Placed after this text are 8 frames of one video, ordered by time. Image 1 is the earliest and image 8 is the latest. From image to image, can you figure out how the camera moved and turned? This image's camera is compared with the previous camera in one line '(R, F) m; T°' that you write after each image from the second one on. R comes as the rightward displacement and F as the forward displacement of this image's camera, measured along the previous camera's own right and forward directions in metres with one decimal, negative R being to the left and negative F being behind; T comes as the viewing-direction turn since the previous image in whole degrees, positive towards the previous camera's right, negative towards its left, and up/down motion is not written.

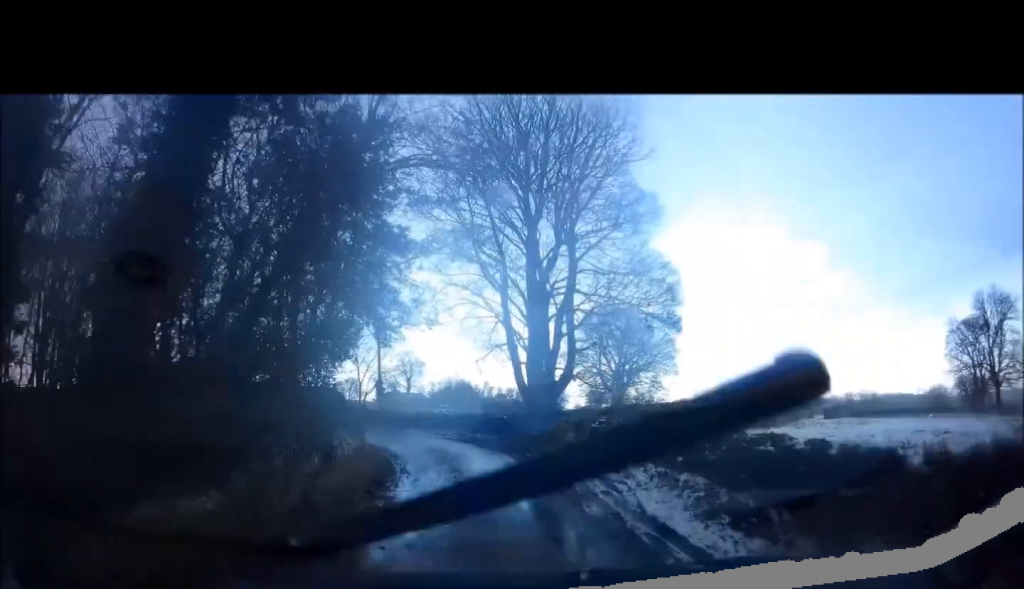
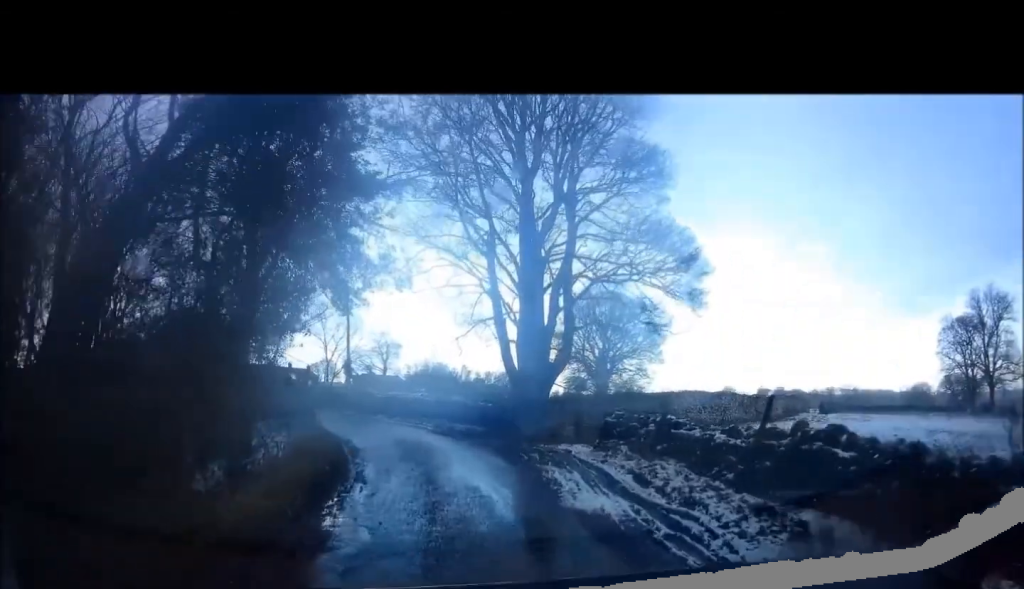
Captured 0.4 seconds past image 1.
(+0.1, +3.4) m; +3°
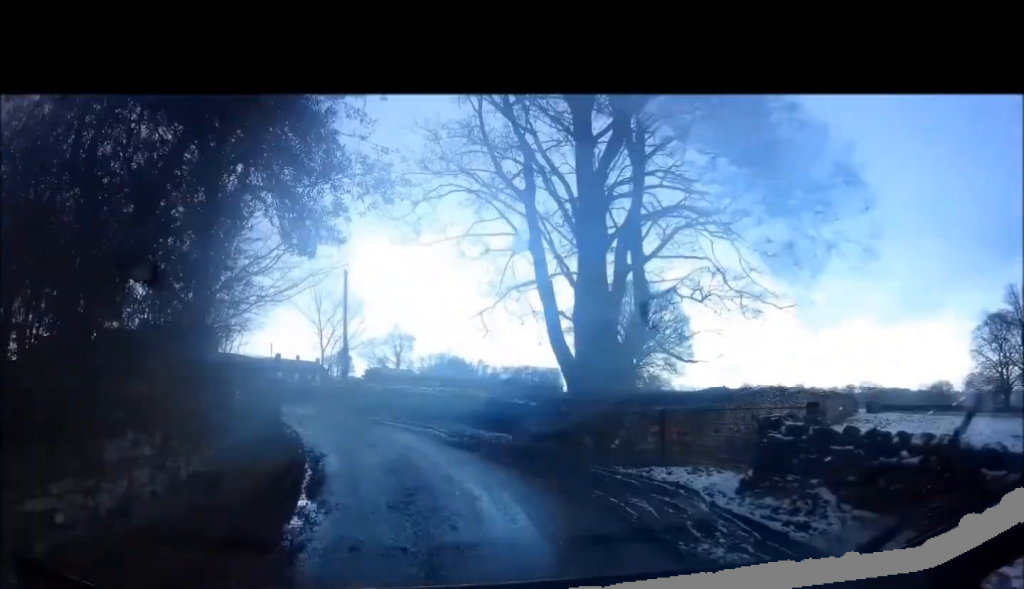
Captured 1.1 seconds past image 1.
(+0.3, +5.6) m; 0°
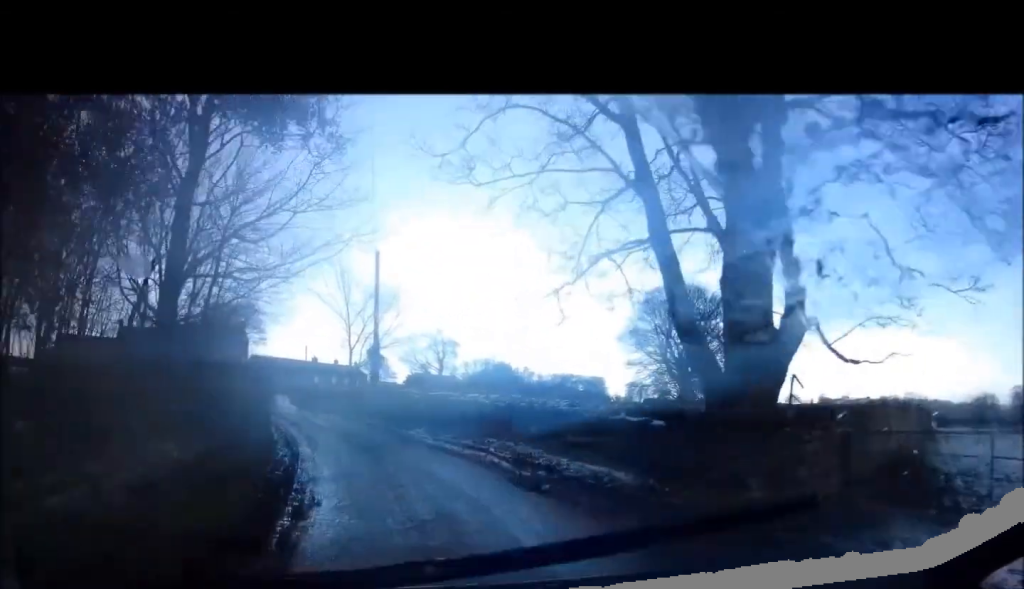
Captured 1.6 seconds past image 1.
(0.0, +4.2) m; -3°
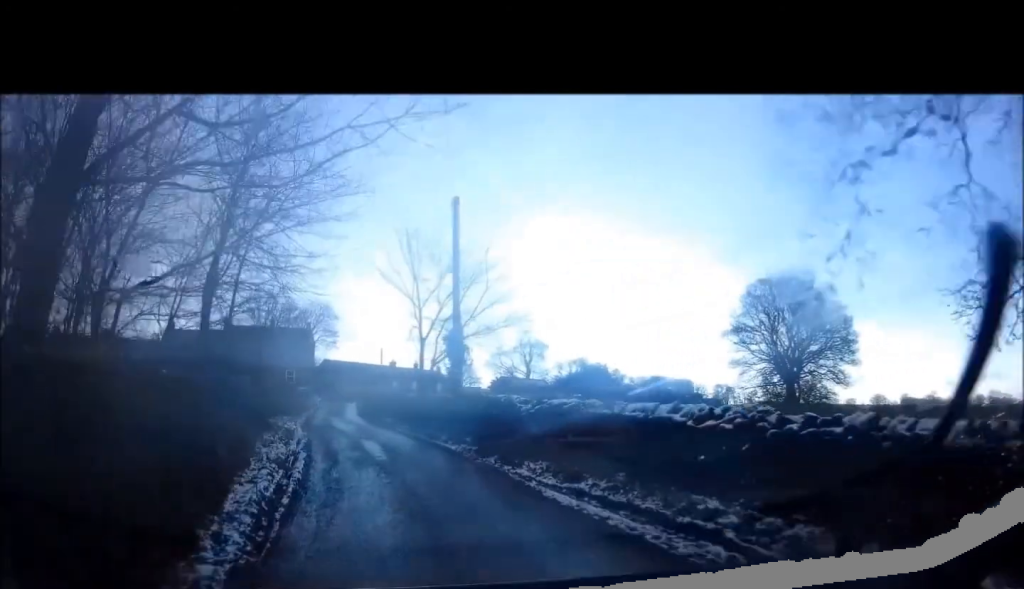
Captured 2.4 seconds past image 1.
(-0.1, +6.6) m; -8°
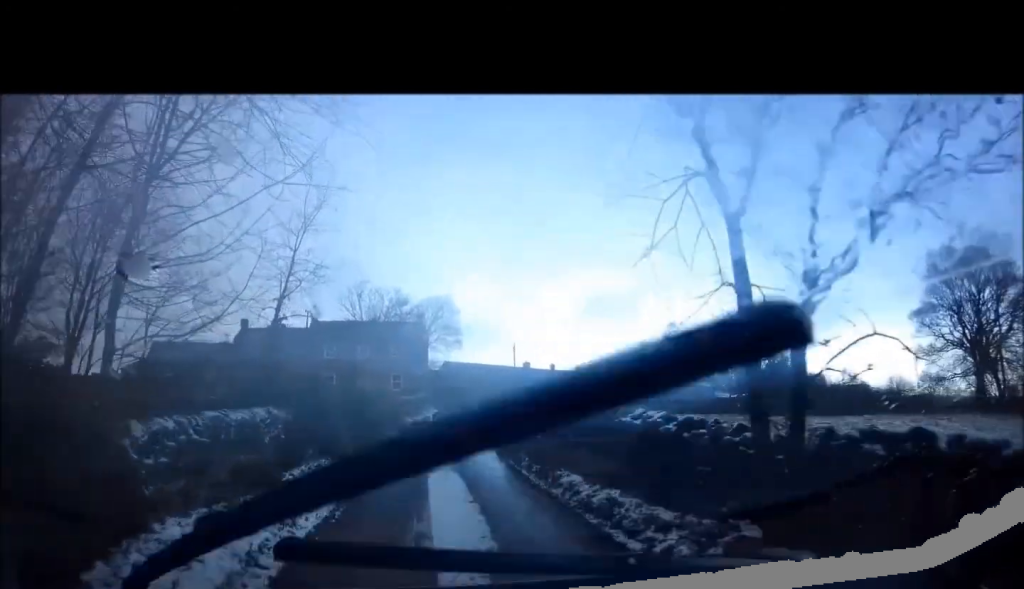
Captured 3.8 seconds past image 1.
(-2.3, +12.9) m; -13°
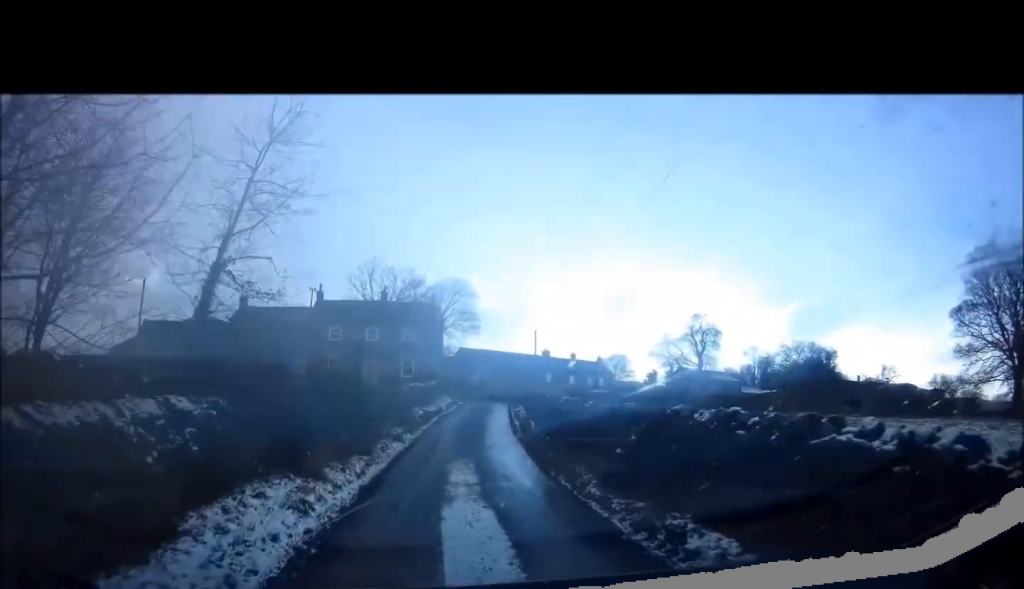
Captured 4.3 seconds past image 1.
(-0.2, +4.1) m; -2°
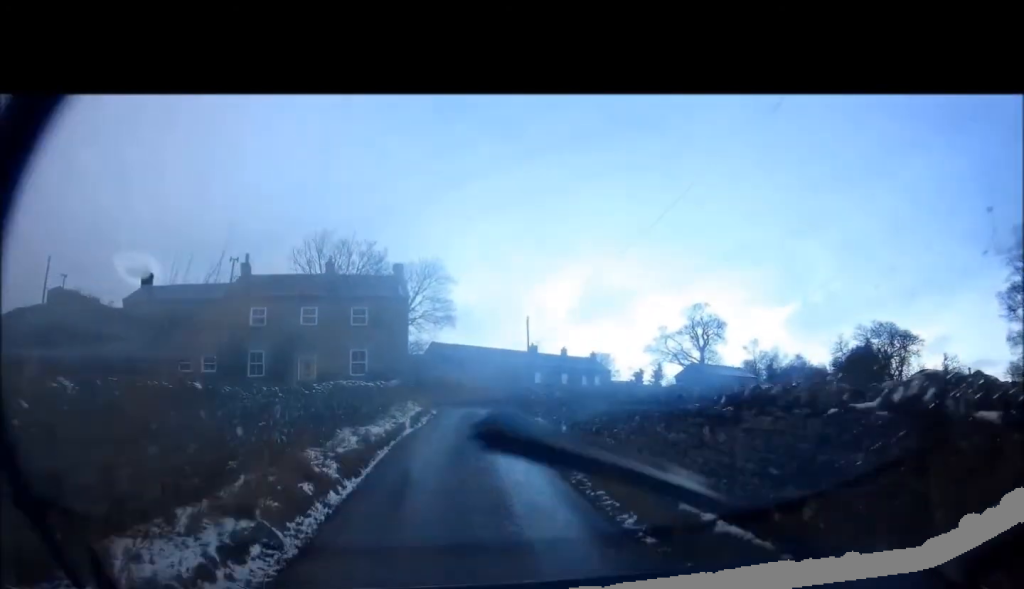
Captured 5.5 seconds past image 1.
(+0.3, +12.4) m; +4°
